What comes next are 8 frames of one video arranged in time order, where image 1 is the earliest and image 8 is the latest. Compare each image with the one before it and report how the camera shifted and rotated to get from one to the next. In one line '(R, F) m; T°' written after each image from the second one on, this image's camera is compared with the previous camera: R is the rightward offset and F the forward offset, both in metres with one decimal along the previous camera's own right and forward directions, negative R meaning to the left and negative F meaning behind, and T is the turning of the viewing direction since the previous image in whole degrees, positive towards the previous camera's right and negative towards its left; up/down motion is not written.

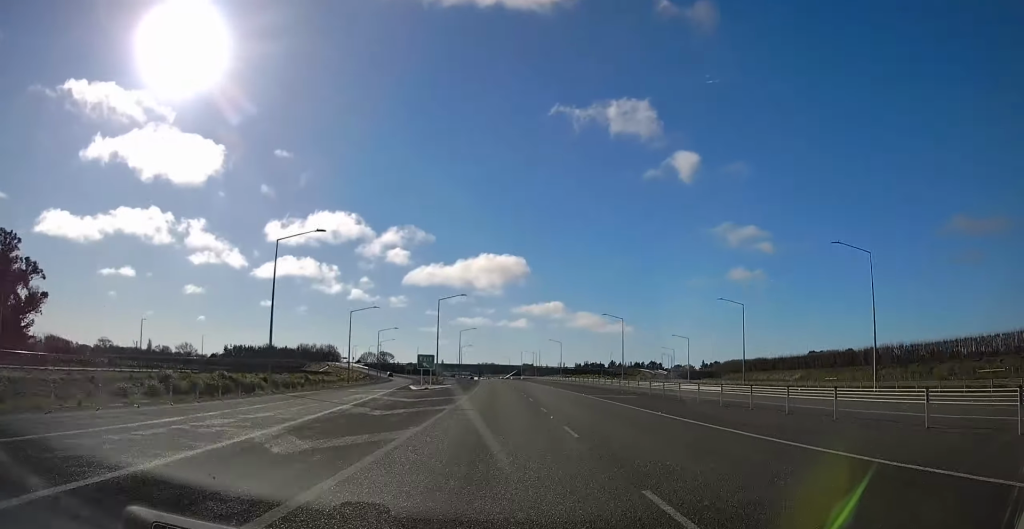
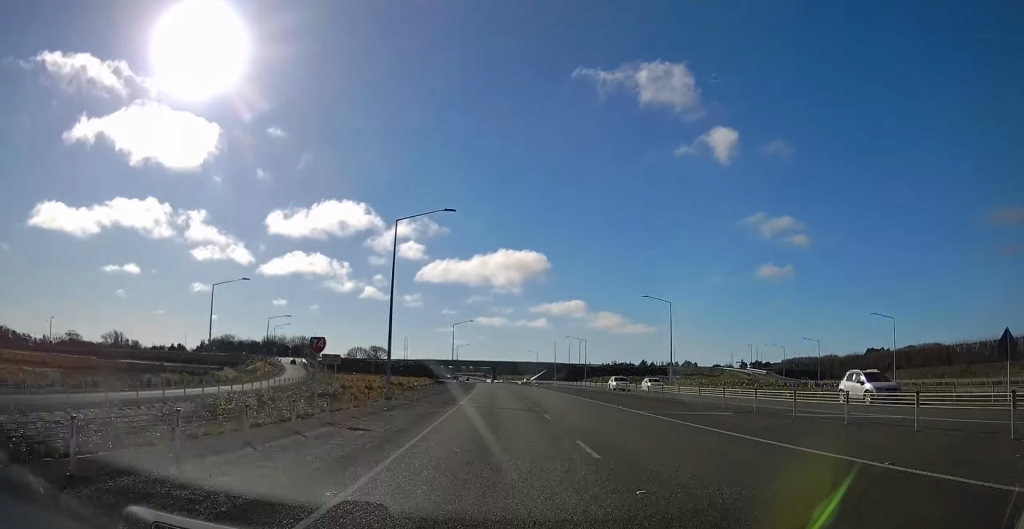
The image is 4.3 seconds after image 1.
(-1.0, +113.9) m; -2°
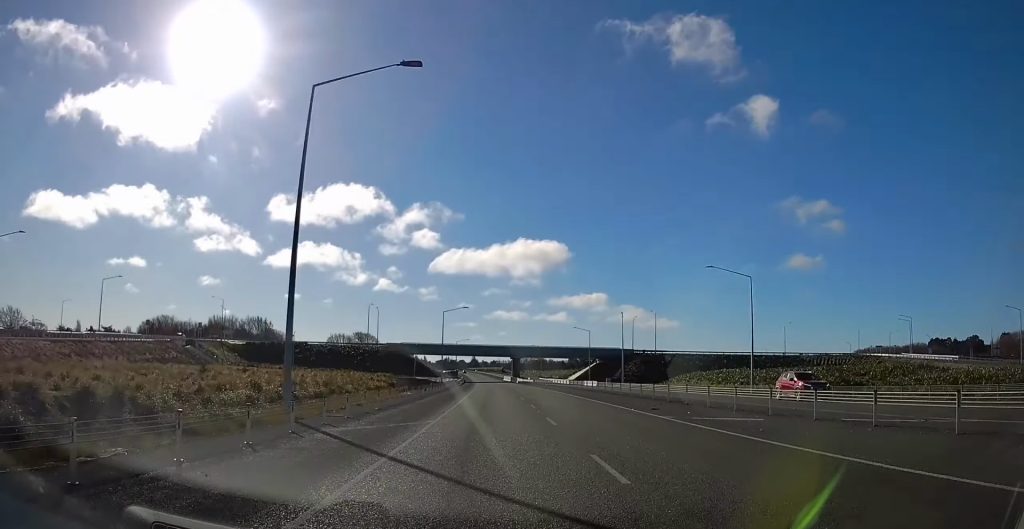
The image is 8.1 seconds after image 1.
(-1.8, +103.3) m; -2°
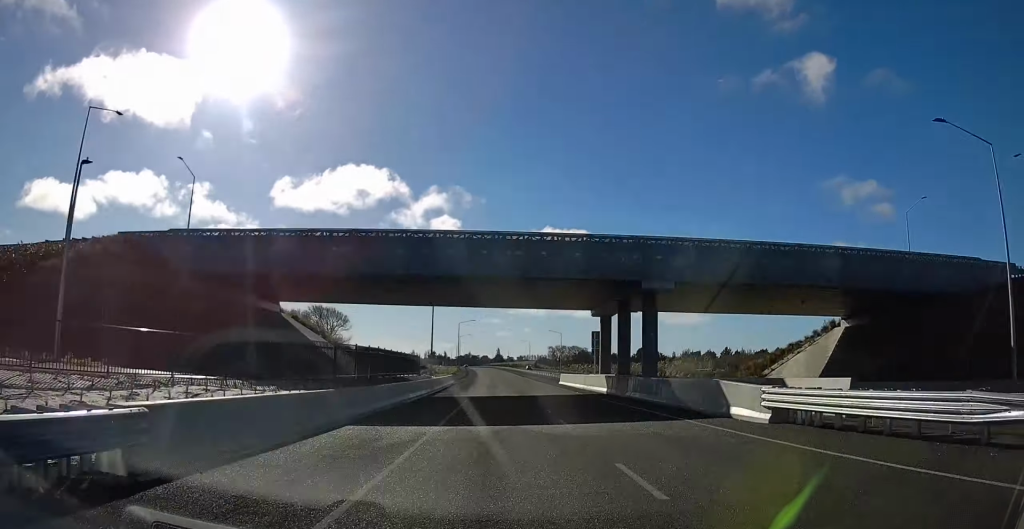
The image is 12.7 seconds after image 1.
(-3.0, +120.9) m; -2°
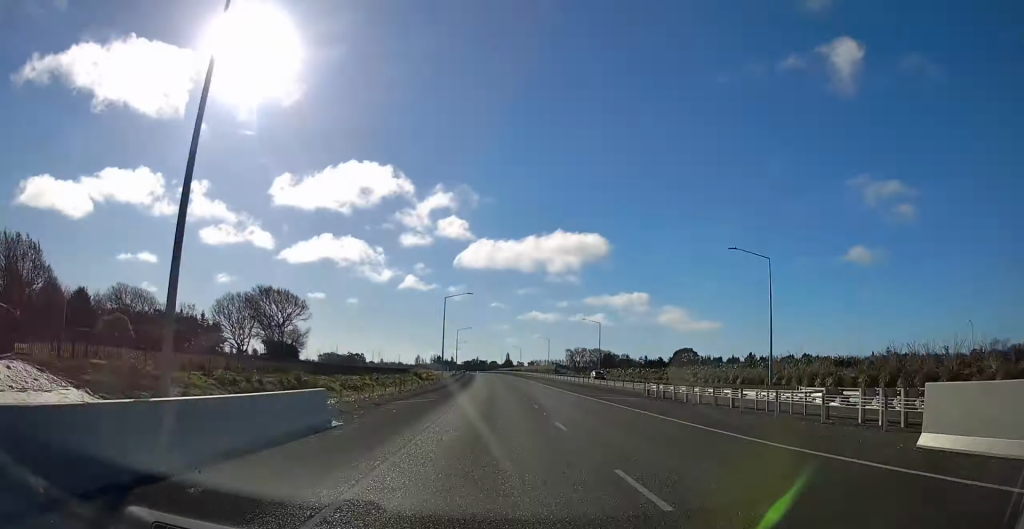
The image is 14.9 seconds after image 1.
(-0.5, +60.6) m; -1°
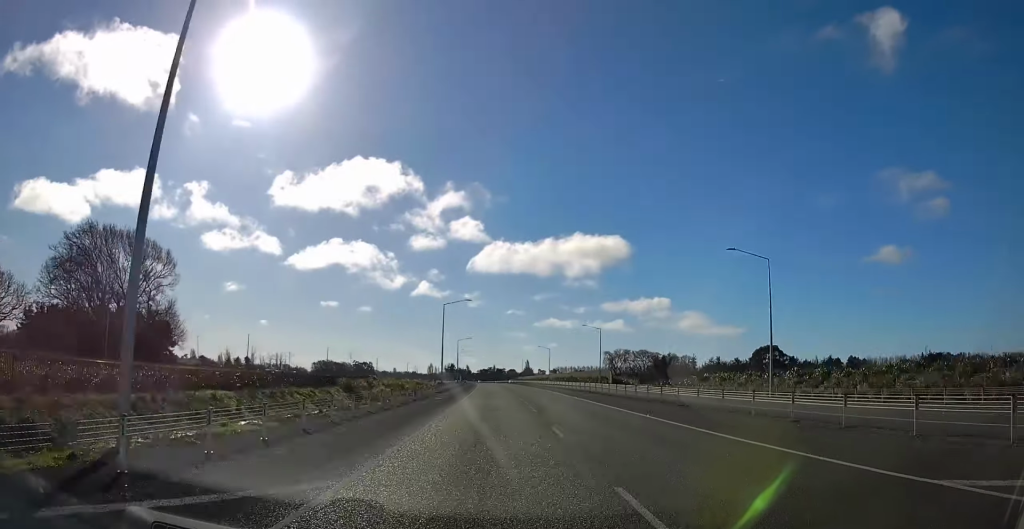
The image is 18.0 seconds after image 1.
(+0.2, +81.7) m; -1°
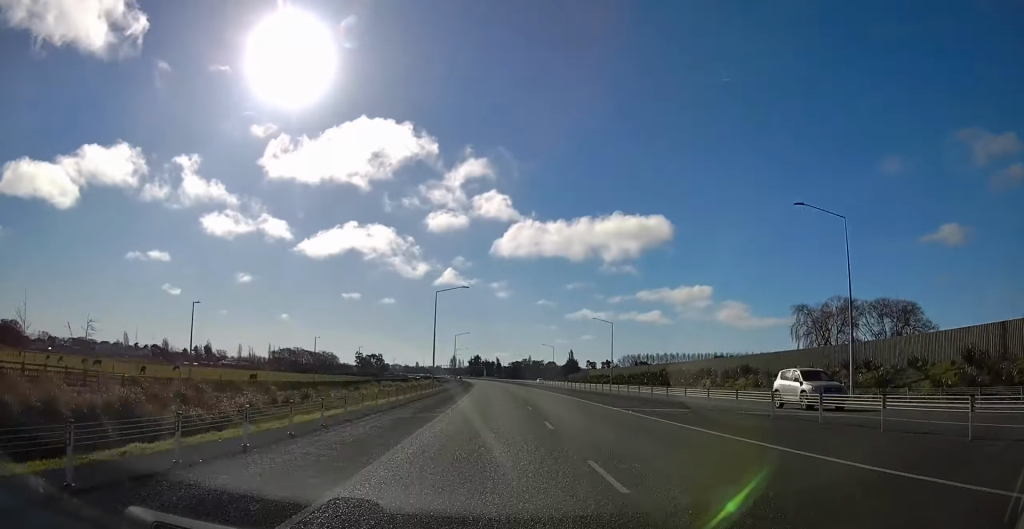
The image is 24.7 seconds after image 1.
(-6.7, +177.9) m; -4°
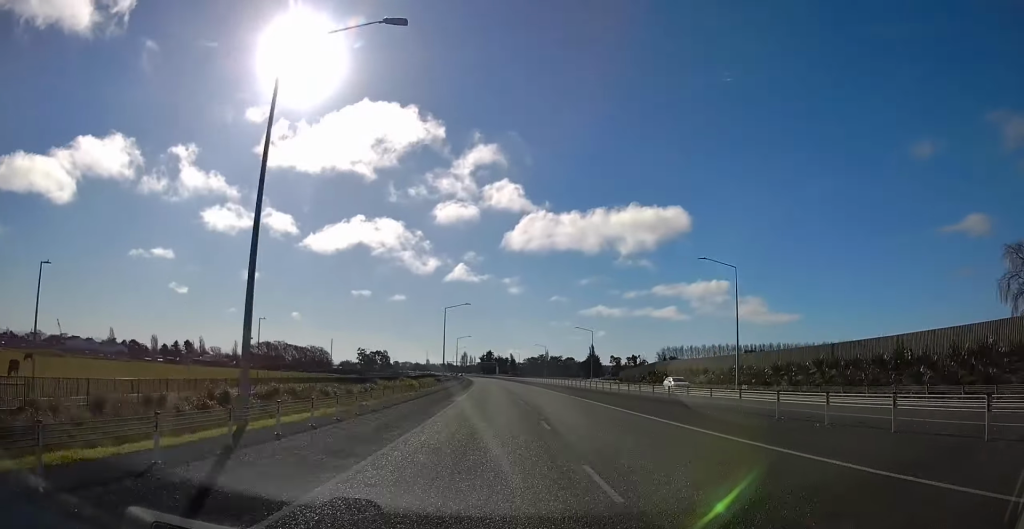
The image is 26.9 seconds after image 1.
(-0.6, +60.6) m; -1°
